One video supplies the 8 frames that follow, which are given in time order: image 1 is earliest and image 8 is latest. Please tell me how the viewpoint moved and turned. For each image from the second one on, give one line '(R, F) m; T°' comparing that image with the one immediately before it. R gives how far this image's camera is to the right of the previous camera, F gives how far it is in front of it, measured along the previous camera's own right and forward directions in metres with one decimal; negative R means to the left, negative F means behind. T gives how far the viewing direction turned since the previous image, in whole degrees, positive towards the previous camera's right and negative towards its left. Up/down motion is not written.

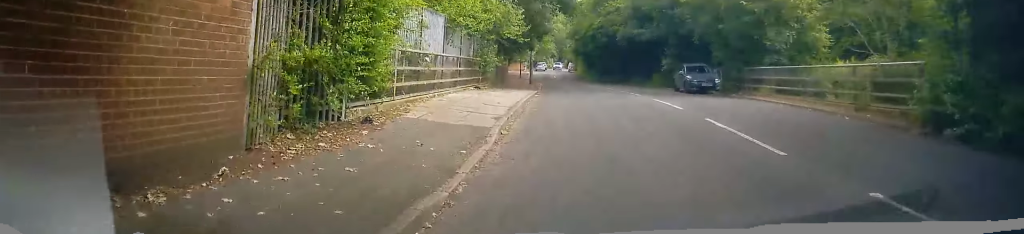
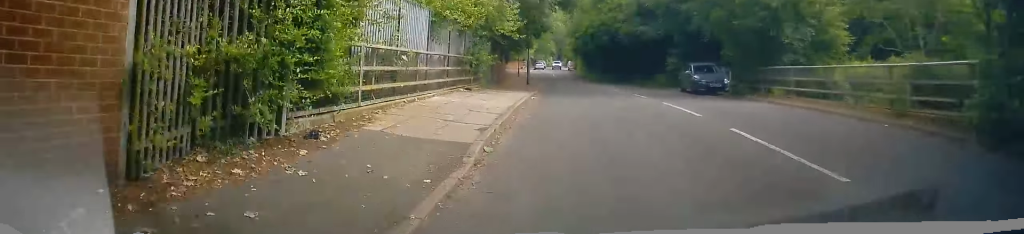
(0.0, +1.8) m; +3°
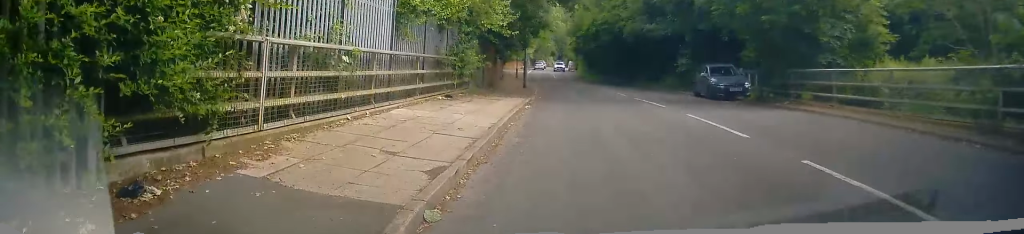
(+0.2, +3.3) m; +5°
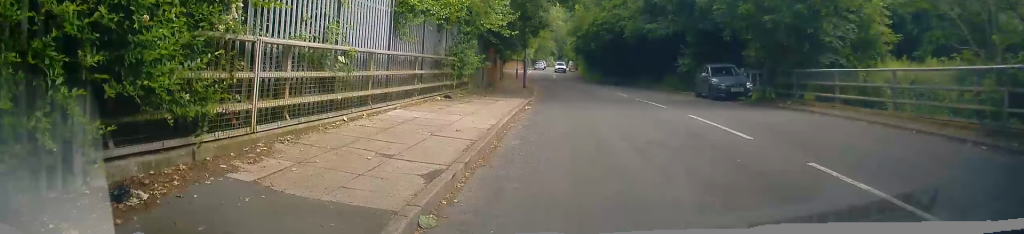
(+0.1, +0.3) m; 0°
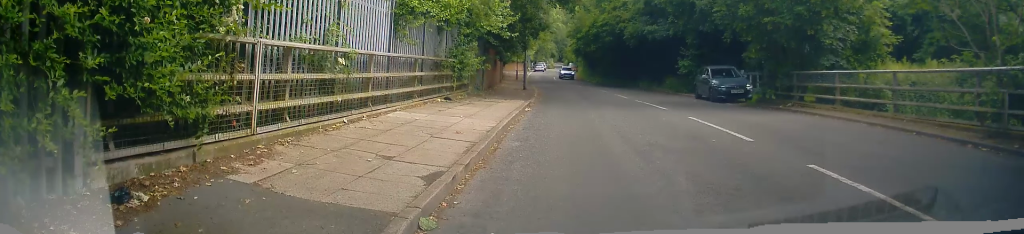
(+0.1, +0.3) m; 0°
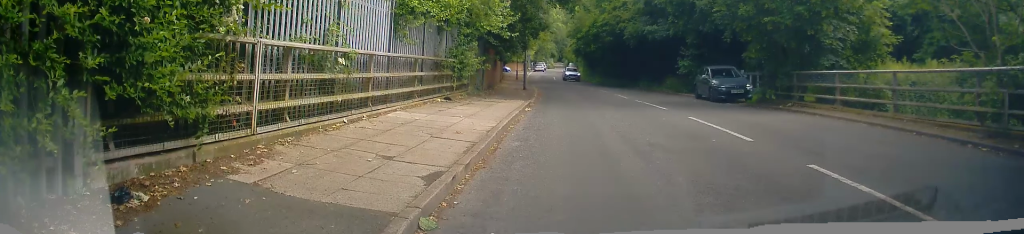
(0.0, 0.0) m; 0°
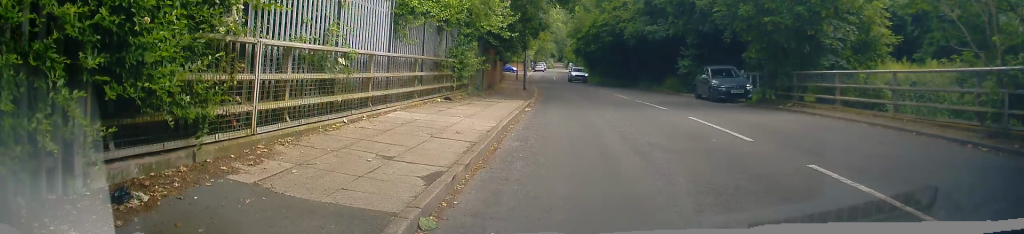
(0.0, 0.0) m; 0°
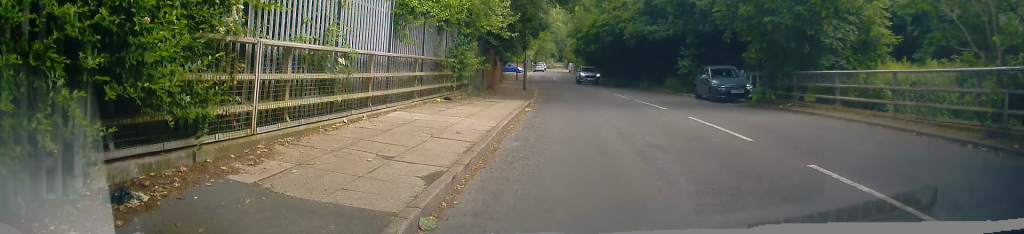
(0.0, 0.0) m; 0°
